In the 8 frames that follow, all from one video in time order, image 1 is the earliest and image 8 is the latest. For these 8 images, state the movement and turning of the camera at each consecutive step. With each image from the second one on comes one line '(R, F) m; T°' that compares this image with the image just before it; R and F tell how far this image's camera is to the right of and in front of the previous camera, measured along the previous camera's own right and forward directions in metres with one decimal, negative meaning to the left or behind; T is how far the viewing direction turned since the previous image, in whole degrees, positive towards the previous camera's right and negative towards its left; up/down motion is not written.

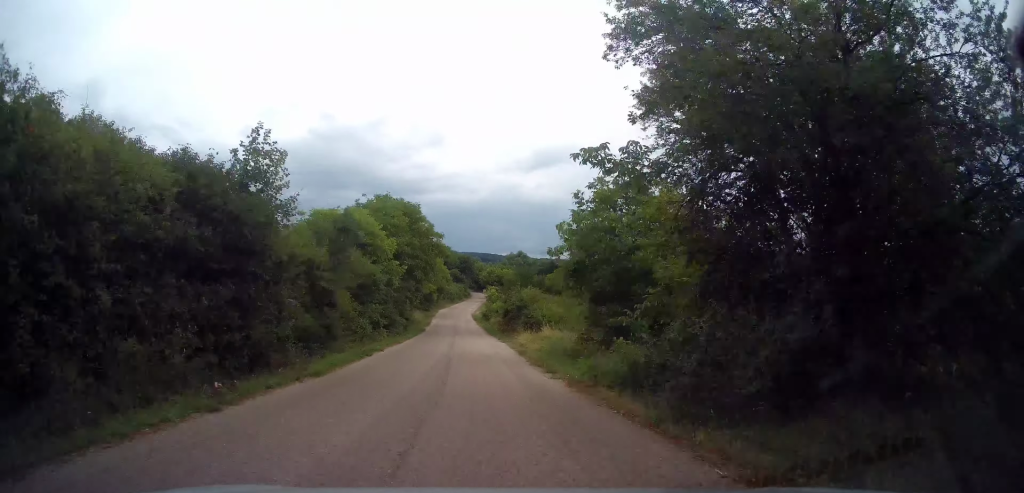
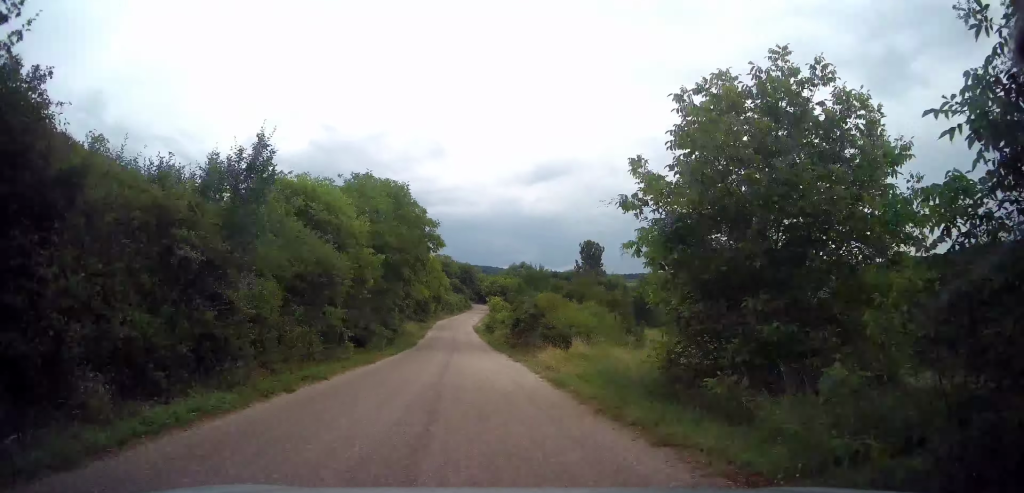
(0.0, +8.2) m; 0°
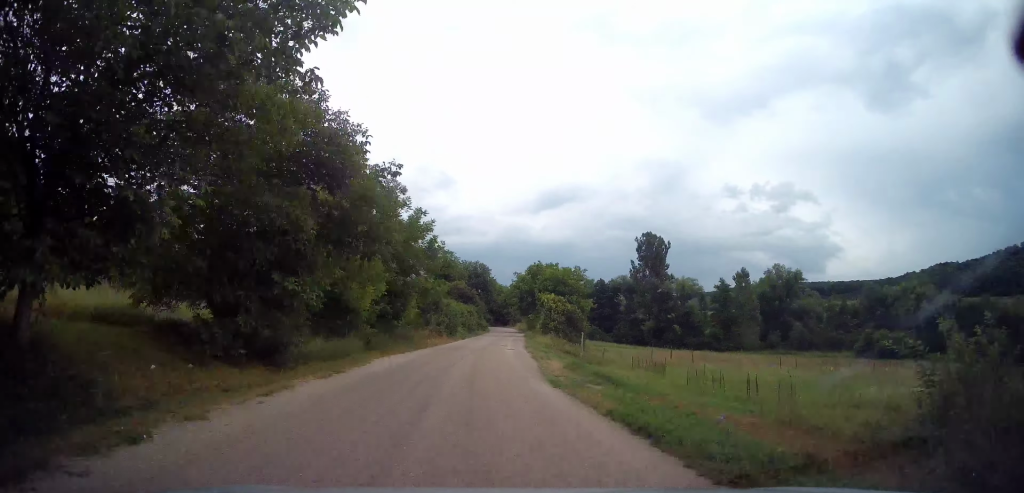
(-0.5, +60.2) m; 0°
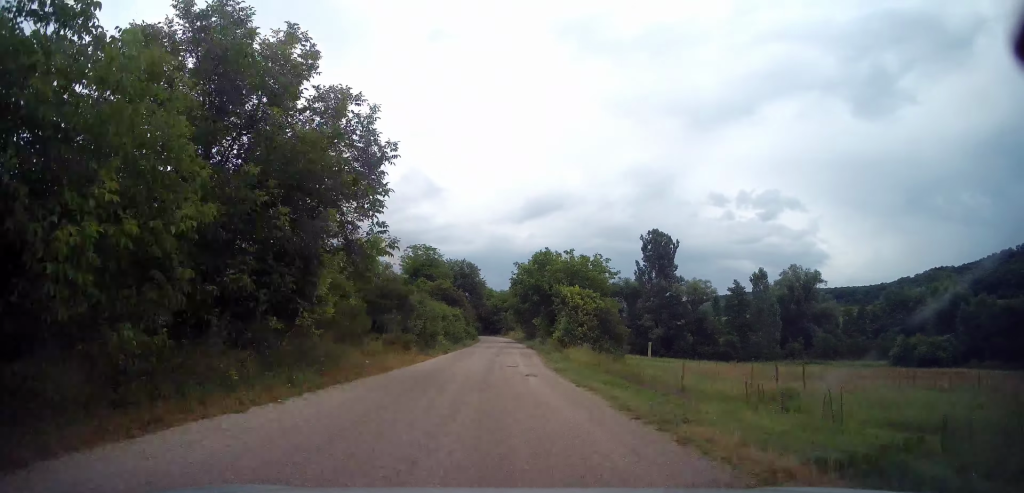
(+0.2, +15.2) m; +2°
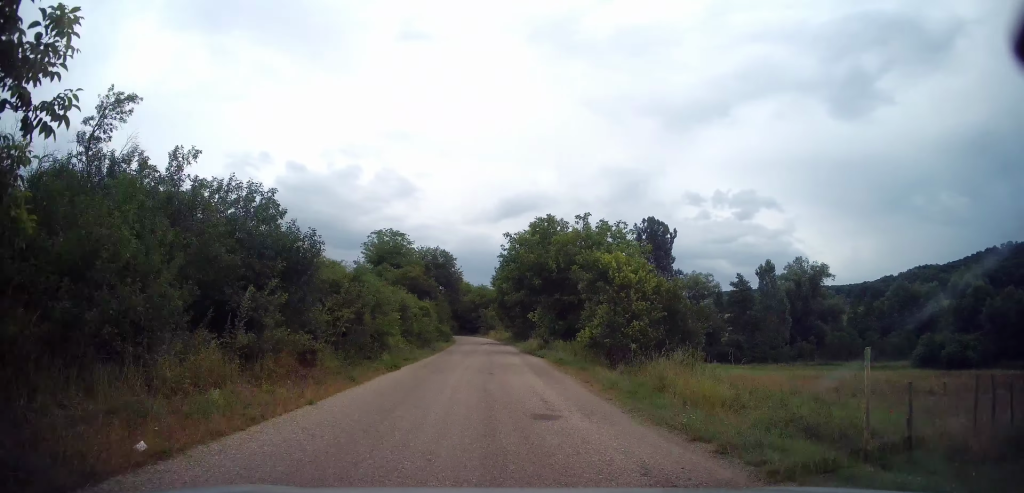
(+0.3, +13.0) m; +1°
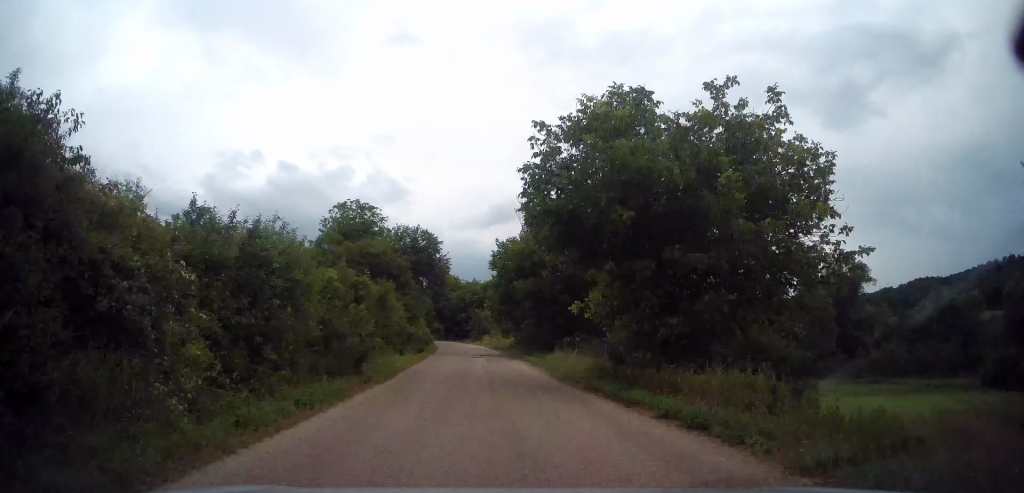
(+0.3, +18.1) m; 0°
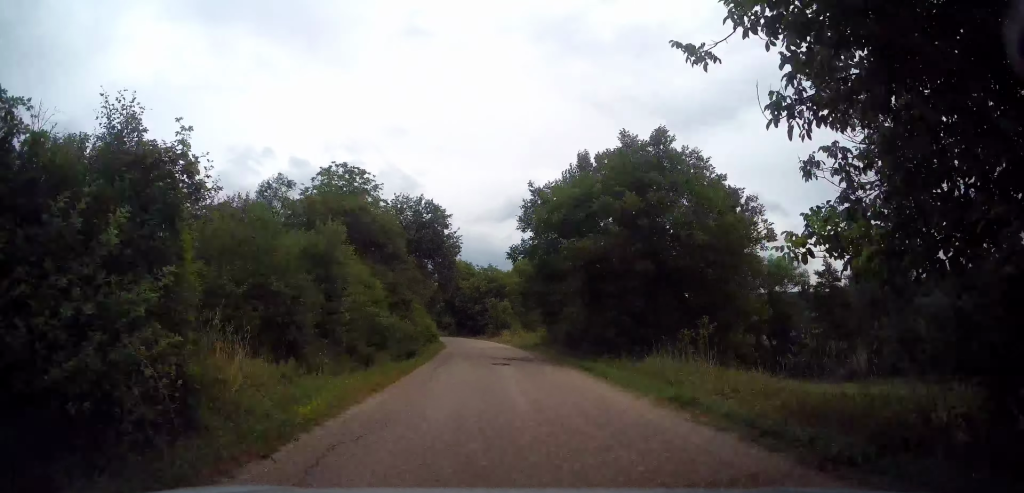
(+0.1, +12.4) m; 0°
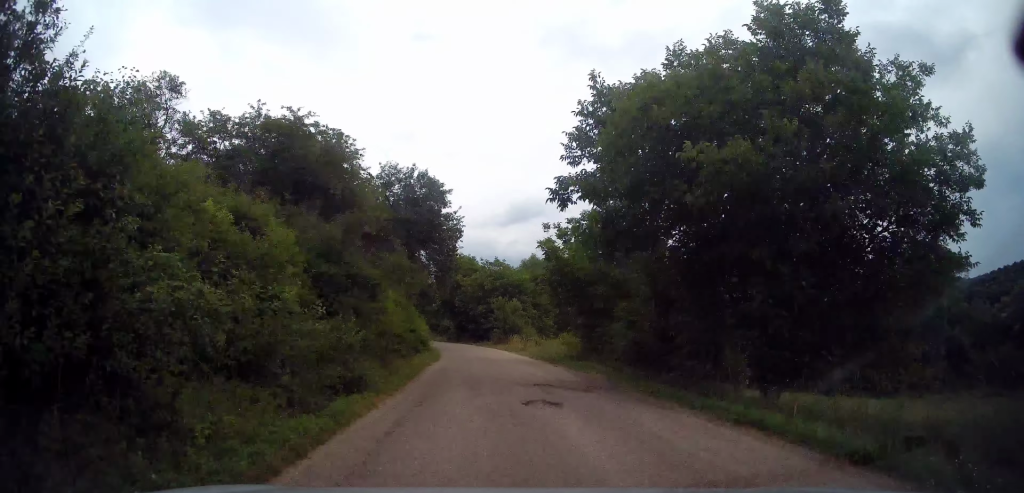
(-0.4, +10.7) m; +1°
